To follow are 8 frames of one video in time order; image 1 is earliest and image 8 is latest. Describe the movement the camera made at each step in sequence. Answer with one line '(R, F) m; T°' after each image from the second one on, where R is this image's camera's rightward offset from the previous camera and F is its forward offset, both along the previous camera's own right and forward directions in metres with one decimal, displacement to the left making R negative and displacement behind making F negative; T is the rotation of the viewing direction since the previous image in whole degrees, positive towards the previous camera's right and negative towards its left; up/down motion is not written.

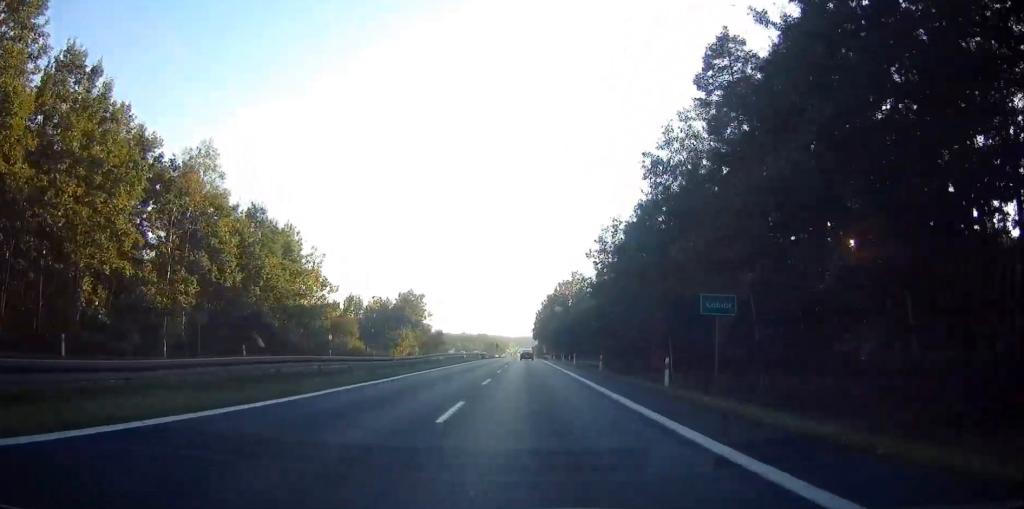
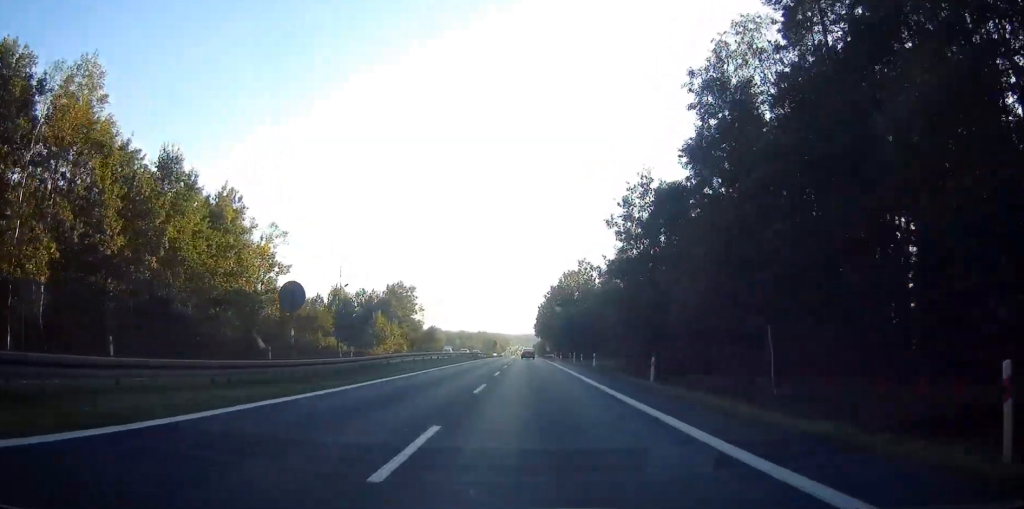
(-0.1, +16.9) m; 0°
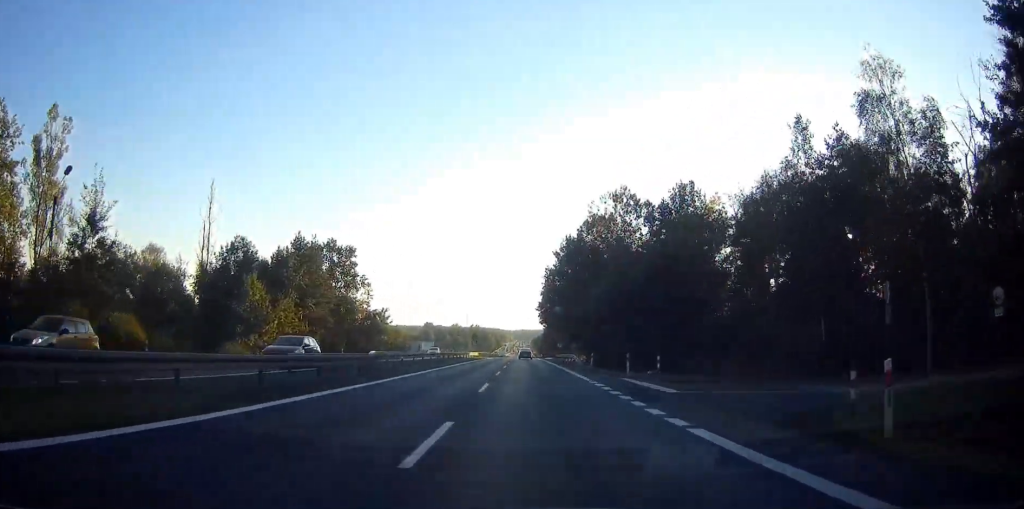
(+0.8, +57.9) m; +1°
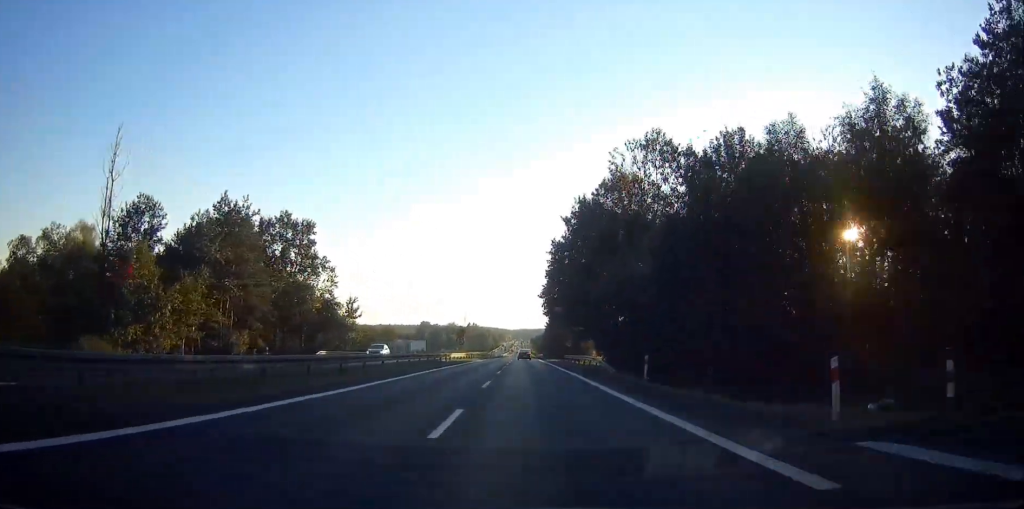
(+0.1, +21.1) m; 0°
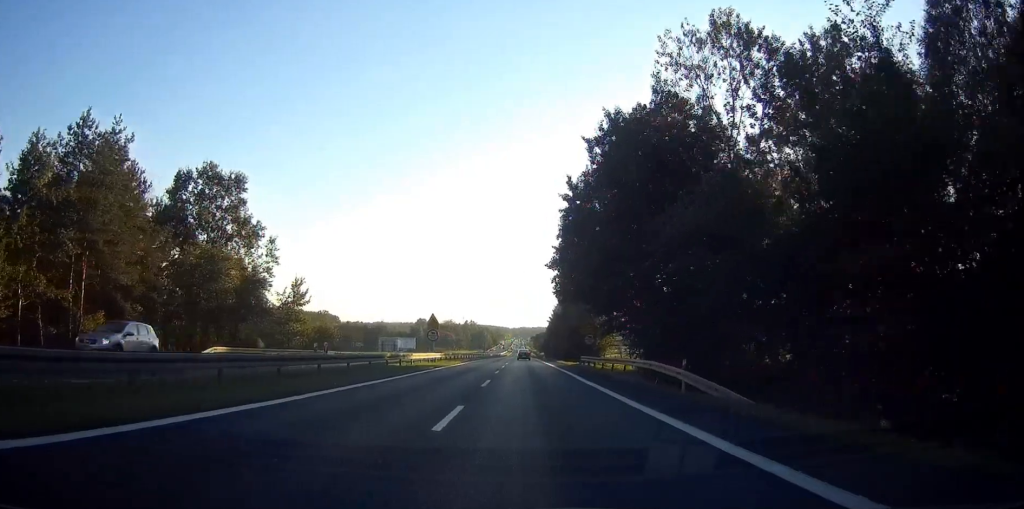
(0.0, +22.6) m; 0°
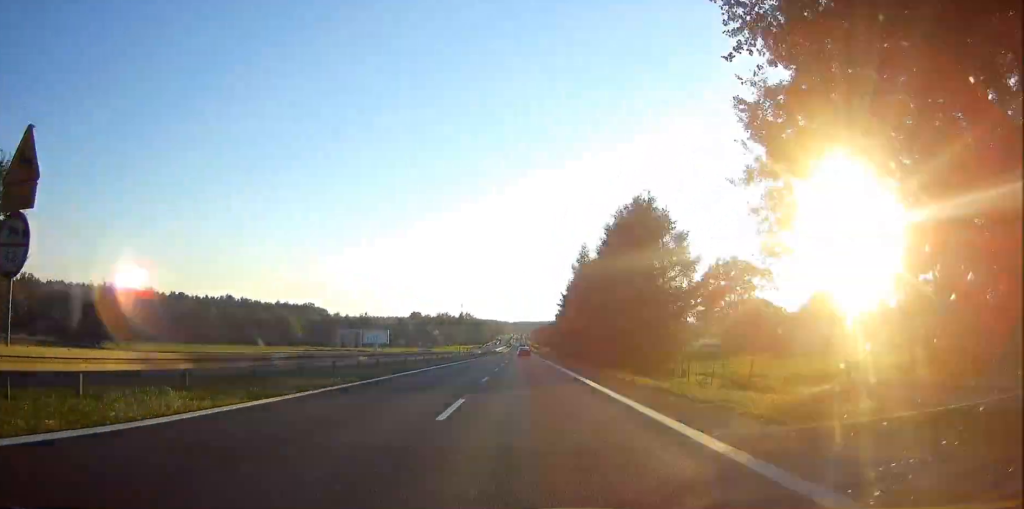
(+0.4, +45.4) m; 0°
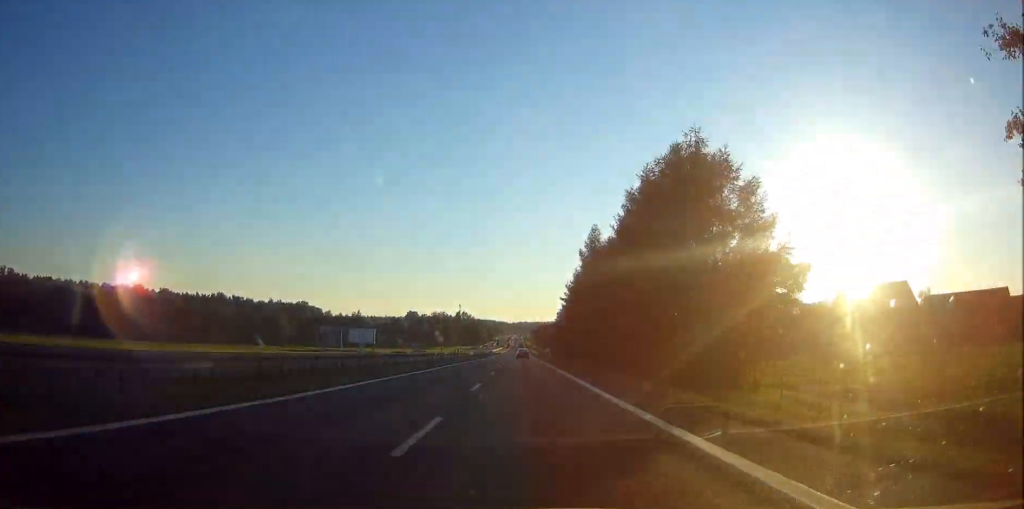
(0.0, +15.3) m; 0°
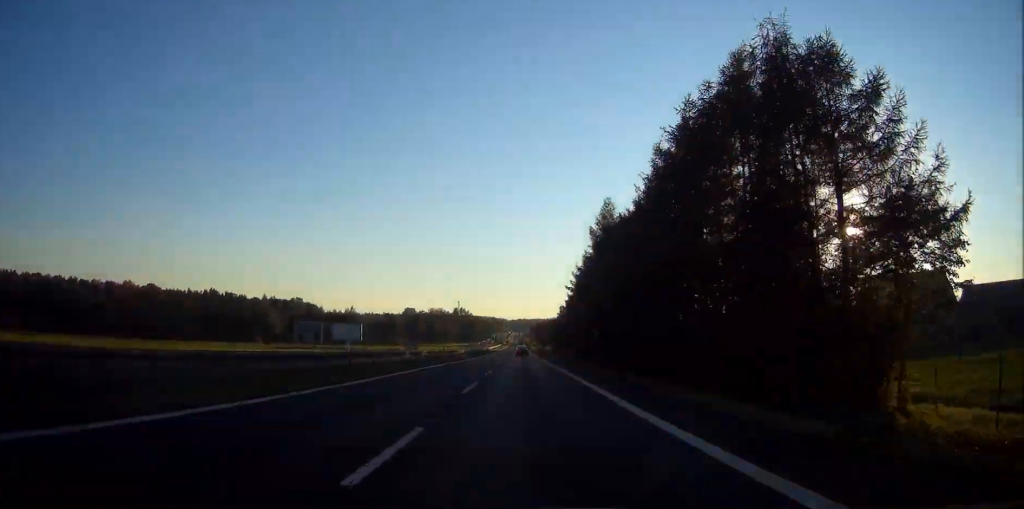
(-0.1, +13.6) m; 0°
